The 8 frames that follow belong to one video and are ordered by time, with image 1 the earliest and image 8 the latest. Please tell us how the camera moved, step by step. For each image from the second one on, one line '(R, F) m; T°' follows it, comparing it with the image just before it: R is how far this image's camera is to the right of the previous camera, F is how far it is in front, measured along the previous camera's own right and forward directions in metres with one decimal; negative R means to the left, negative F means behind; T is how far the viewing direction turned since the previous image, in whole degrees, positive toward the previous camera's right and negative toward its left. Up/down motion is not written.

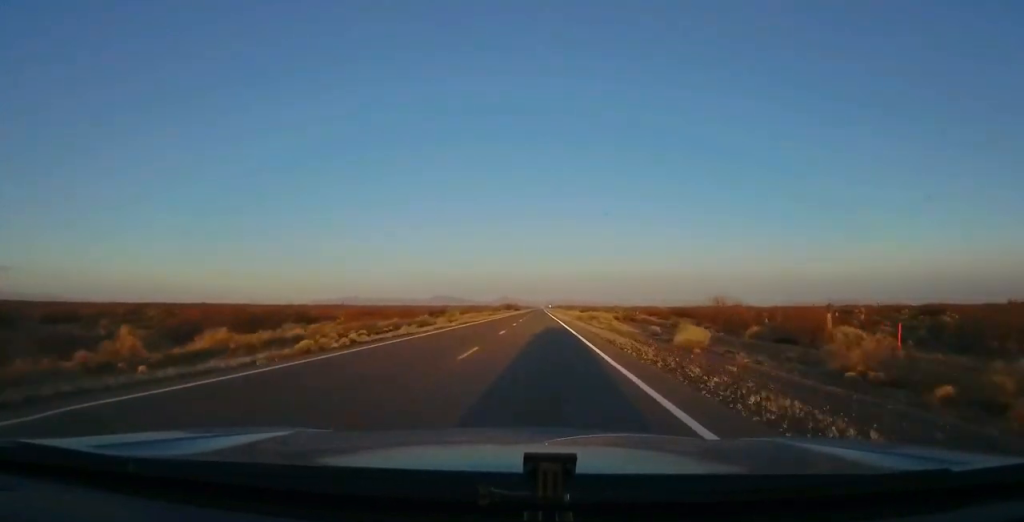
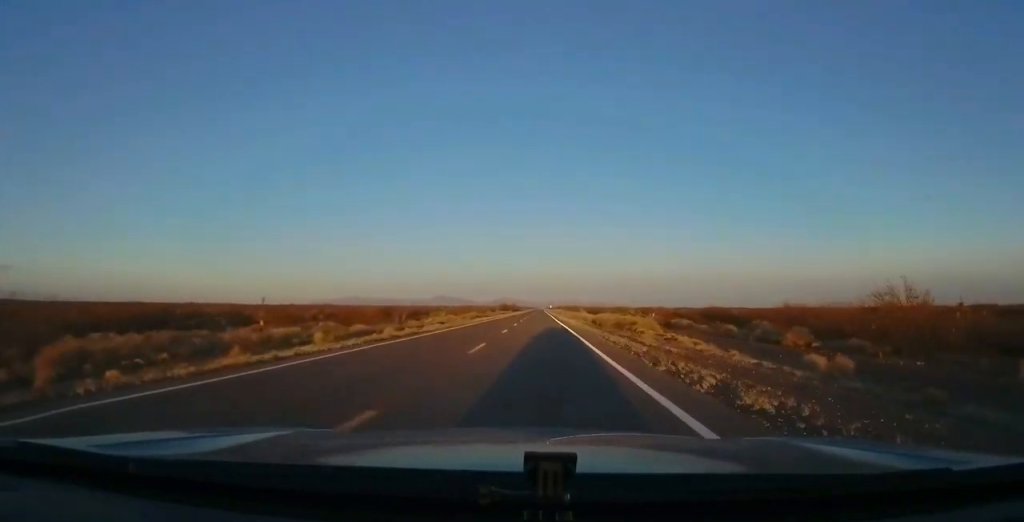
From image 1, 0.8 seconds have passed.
(-0.2, +22.5) m; 0°
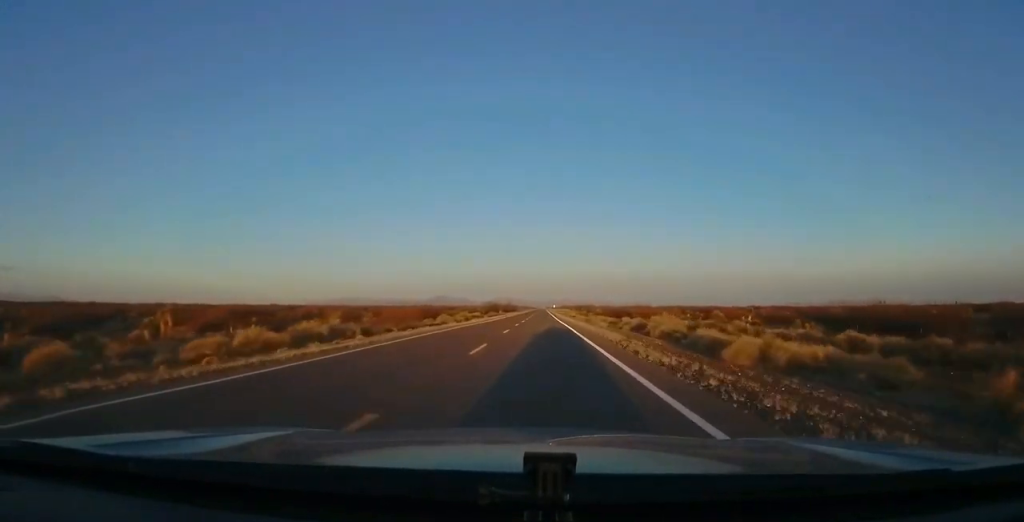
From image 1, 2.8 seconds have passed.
(+0.6, +60.6) m; +1°
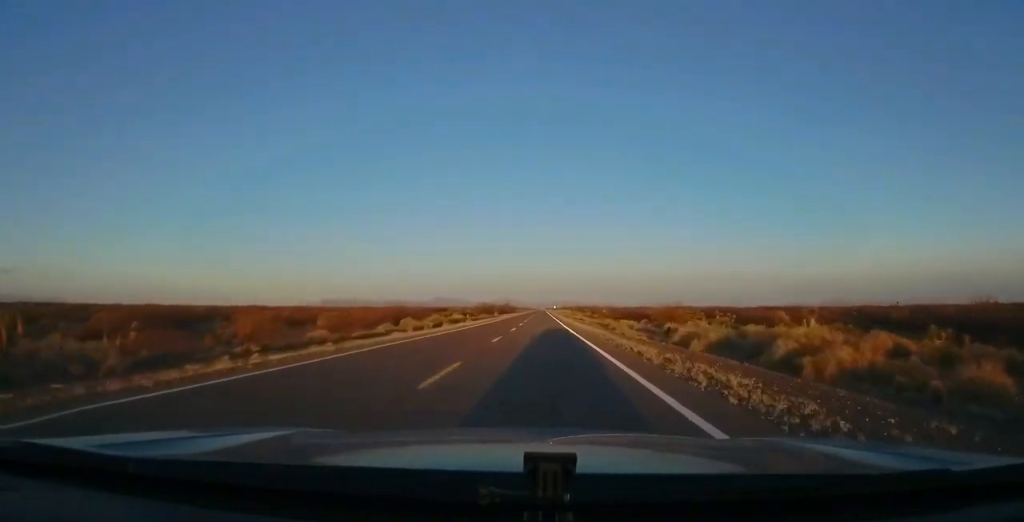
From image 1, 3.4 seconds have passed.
(0.0, +17.6) m; 0°
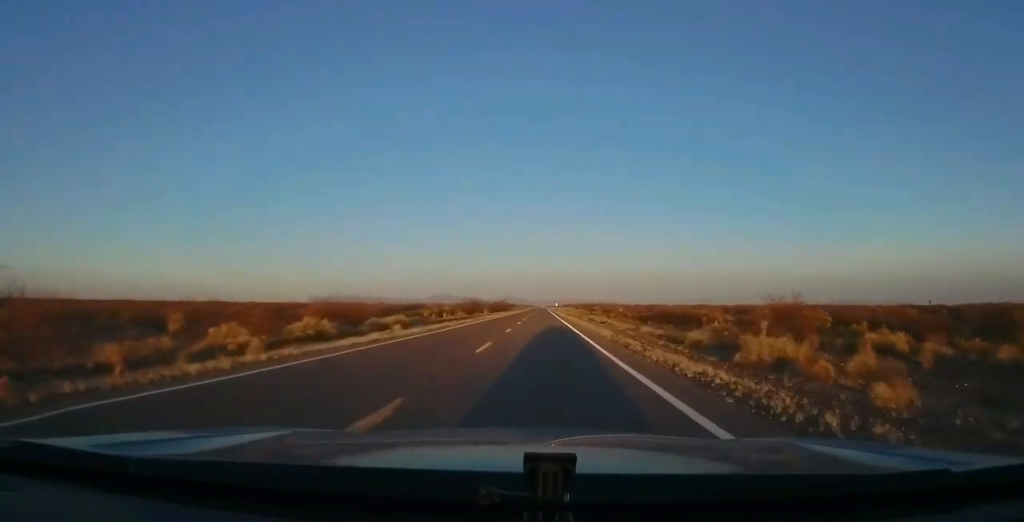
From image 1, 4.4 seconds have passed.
(0.0, +29.4) m; 0°
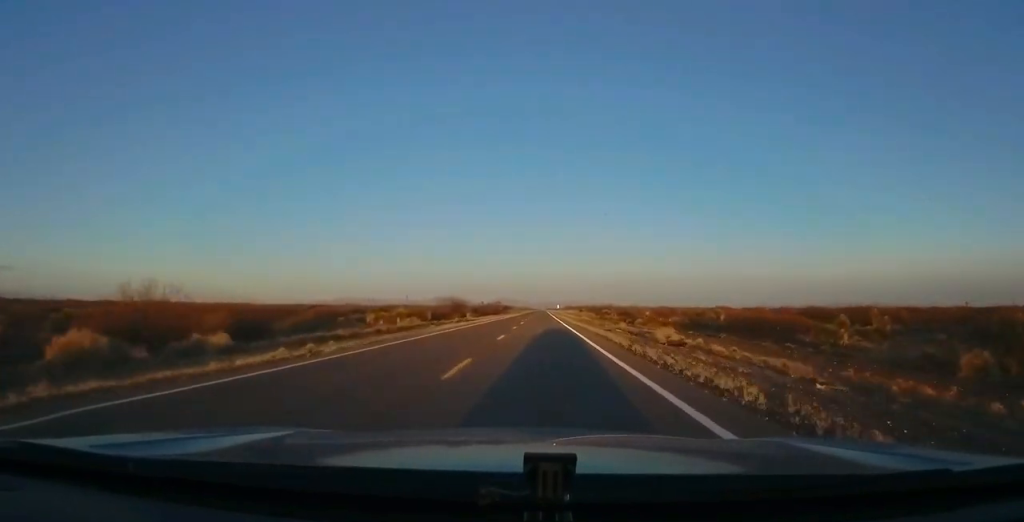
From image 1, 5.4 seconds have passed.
(0.0, +29.4) m; 0°
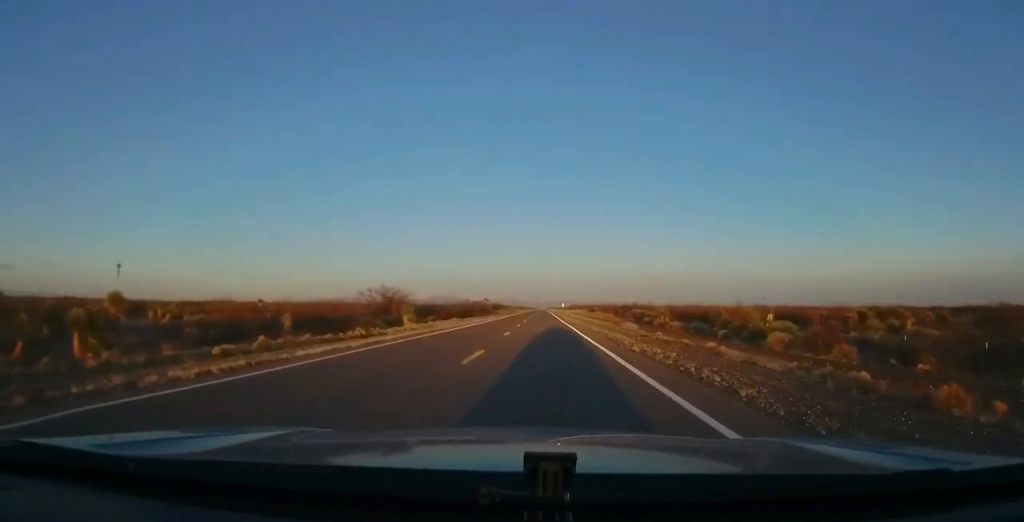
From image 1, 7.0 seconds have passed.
(0.0, +46.0) m; 0°
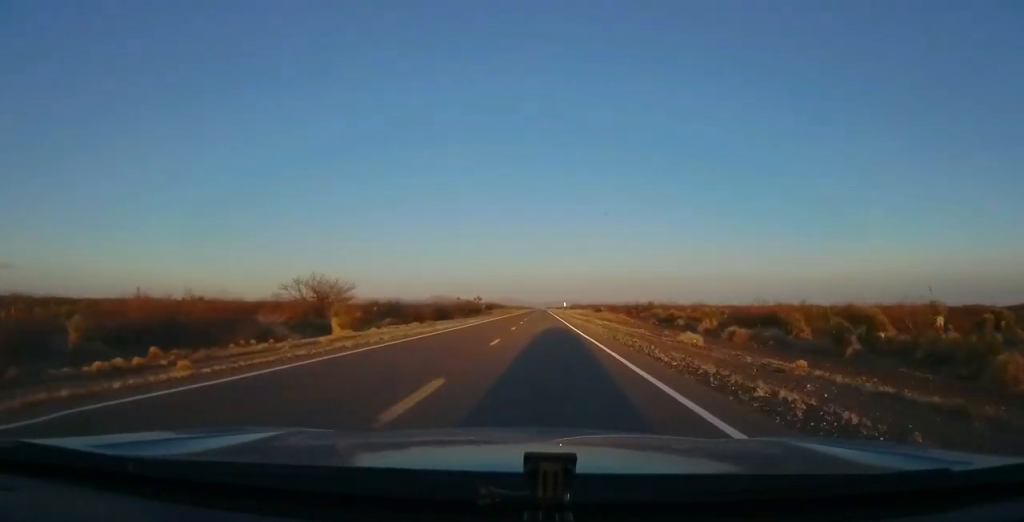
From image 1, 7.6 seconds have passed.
(0.0, +18.6) m; 0°
